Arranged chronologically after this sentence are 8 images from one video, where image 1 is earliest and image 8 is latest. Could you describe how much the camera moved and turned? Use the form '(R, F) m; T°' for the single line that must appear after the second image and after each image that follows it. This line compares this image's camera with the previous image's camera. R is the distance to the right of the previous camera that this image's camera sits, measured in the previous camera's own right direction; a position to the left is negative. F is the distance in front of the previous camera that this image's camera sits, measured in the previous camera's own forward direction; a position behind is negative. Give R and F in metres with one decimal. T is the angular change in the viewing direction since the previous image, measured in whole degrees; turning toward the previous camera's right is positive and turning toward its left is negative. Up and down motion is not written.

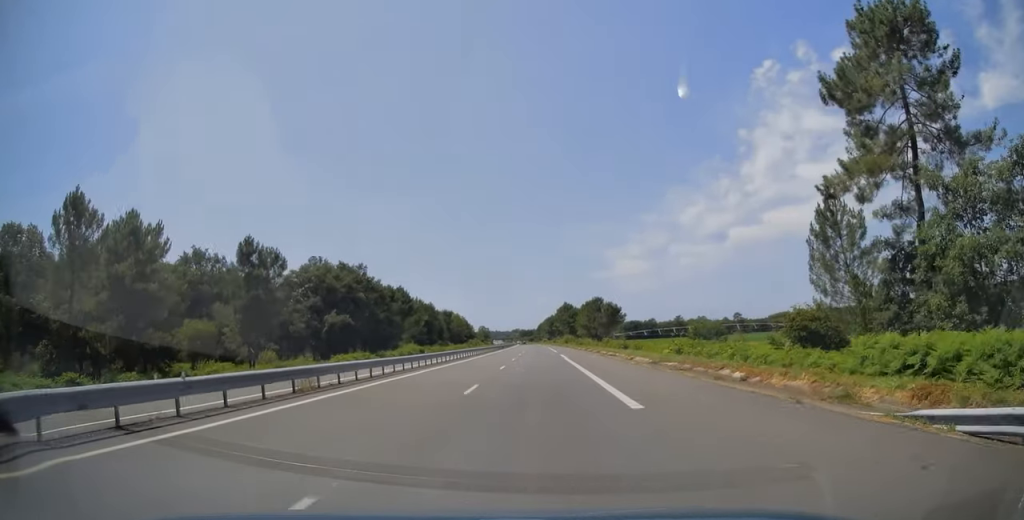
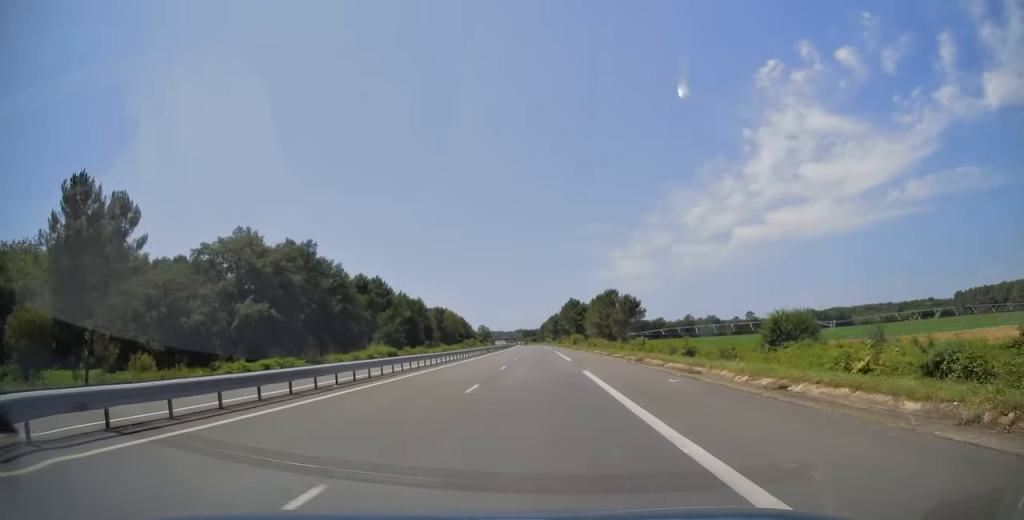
(0.0, +26.1) m; 0°
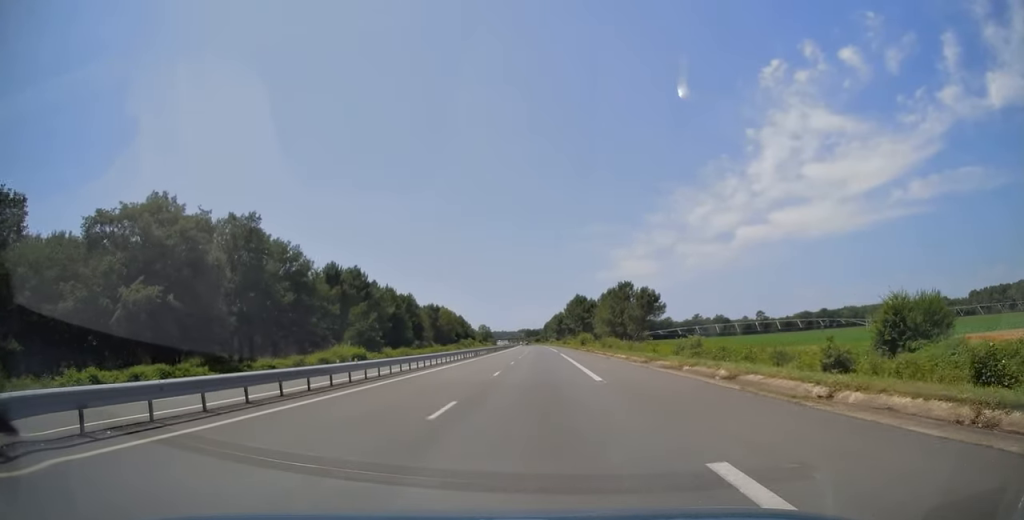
(0.0, +18.7) m; 0°
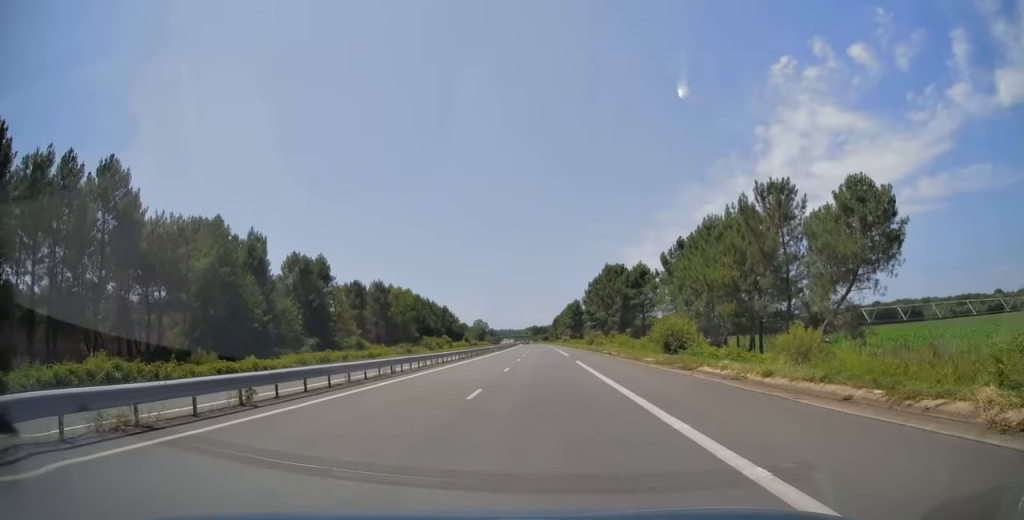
(-0.6, +76.3) m; -1°
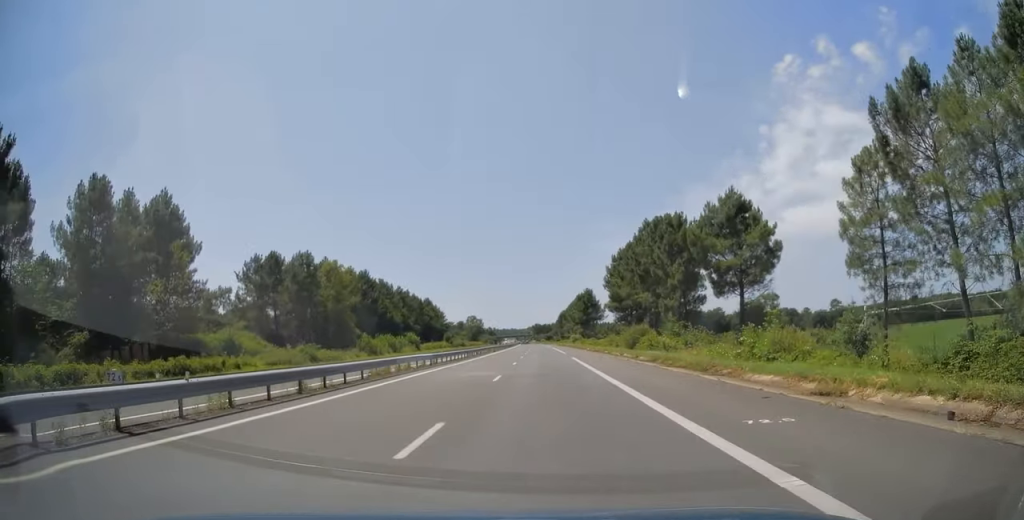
(+0.1, +46.5) m; 0°
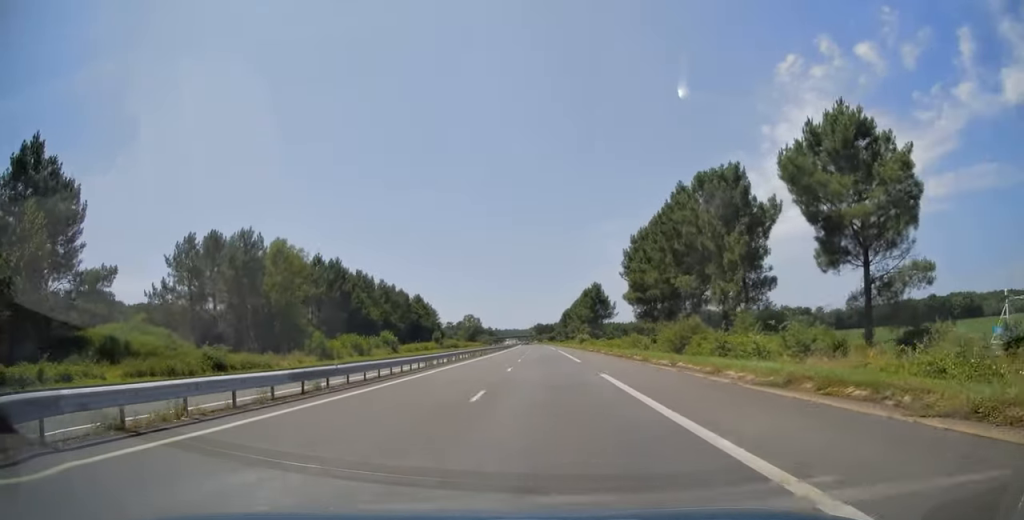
(-0.2, +19.8) m; 0°
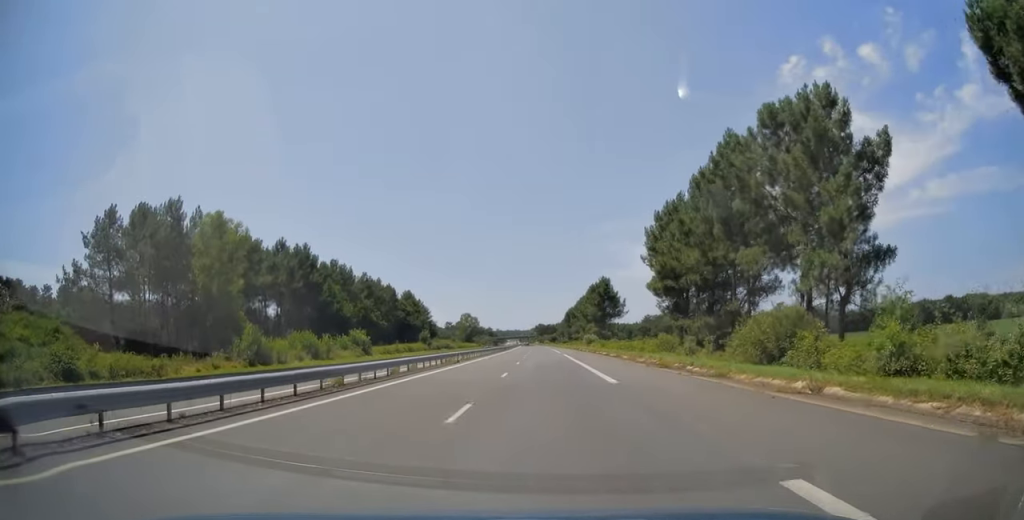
(0.0, +16.6) m; 0°
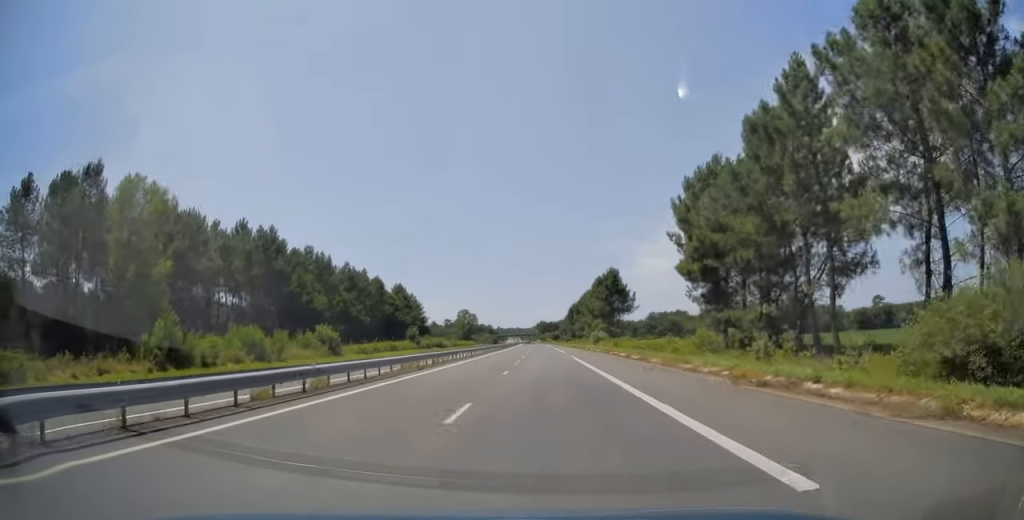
(+0.1, +13.4) m; 0°
